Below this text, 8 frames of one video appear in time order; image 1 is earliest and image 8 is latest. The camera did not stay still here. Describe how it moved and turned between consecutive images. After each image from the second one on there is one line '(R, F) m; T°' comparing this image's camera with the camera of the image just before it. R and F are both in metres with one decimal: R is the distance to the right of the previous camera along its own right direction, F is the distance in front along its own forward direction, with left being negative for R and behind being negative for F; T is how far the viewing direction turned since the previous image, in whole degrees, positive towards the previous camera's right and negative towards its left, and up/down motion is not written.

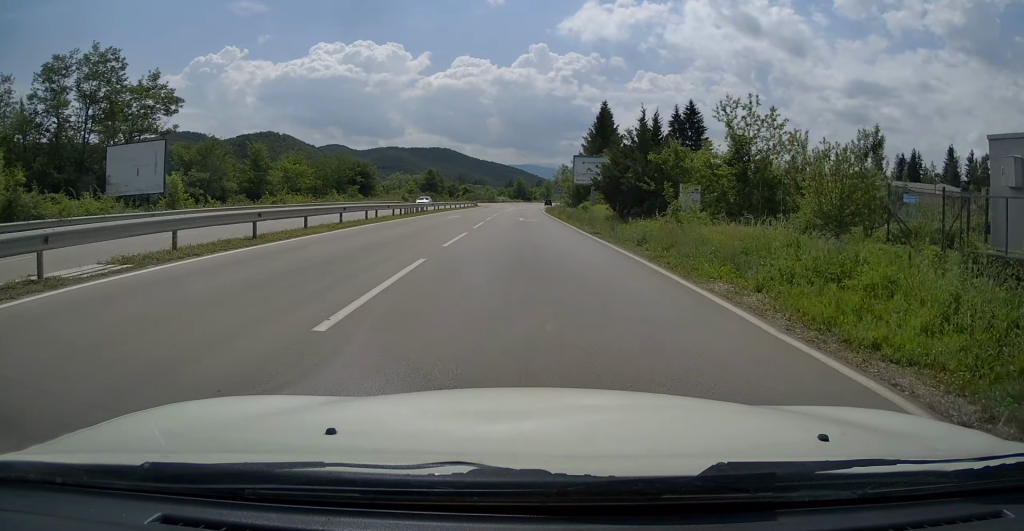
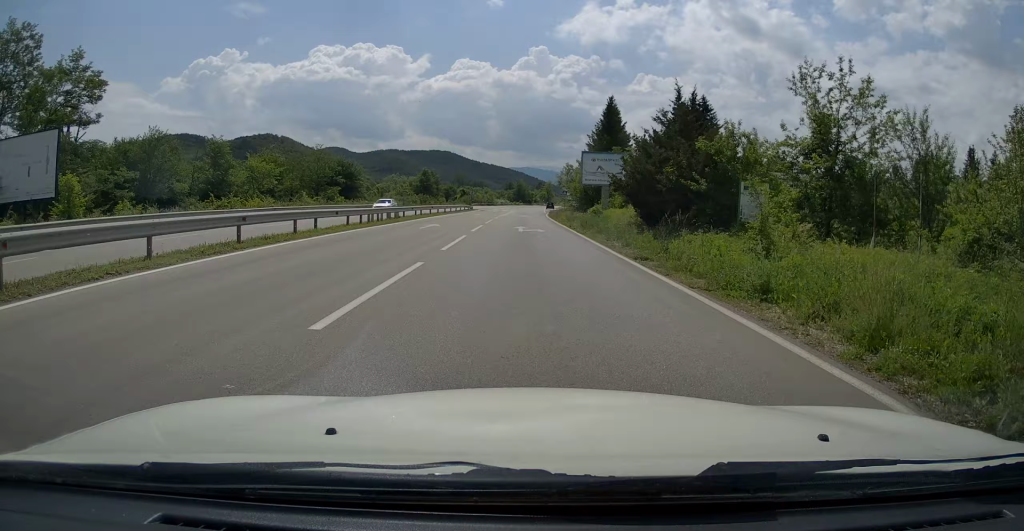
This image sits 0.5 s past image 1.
(0.0, +8.7) m; 0°
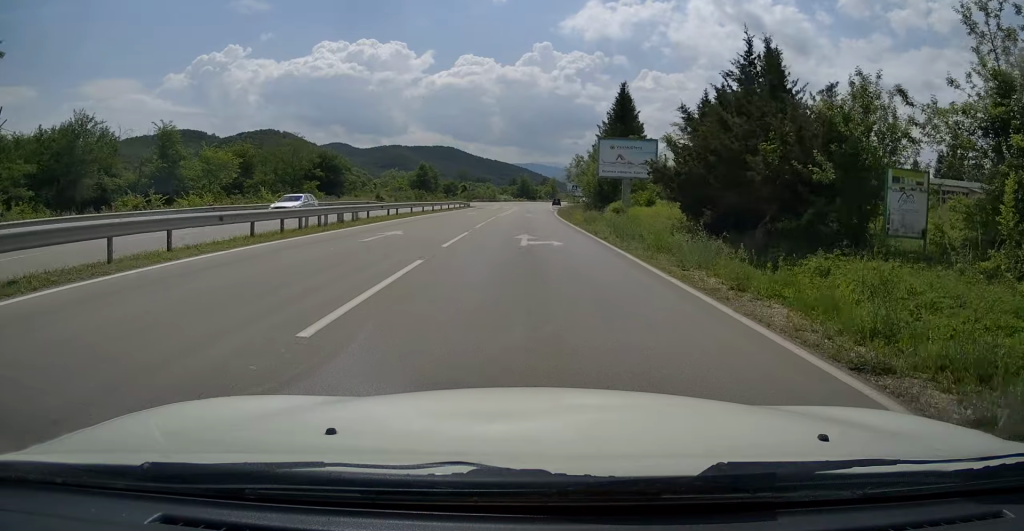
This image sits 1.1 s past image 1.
(-0.1, +9.2) m; 0°
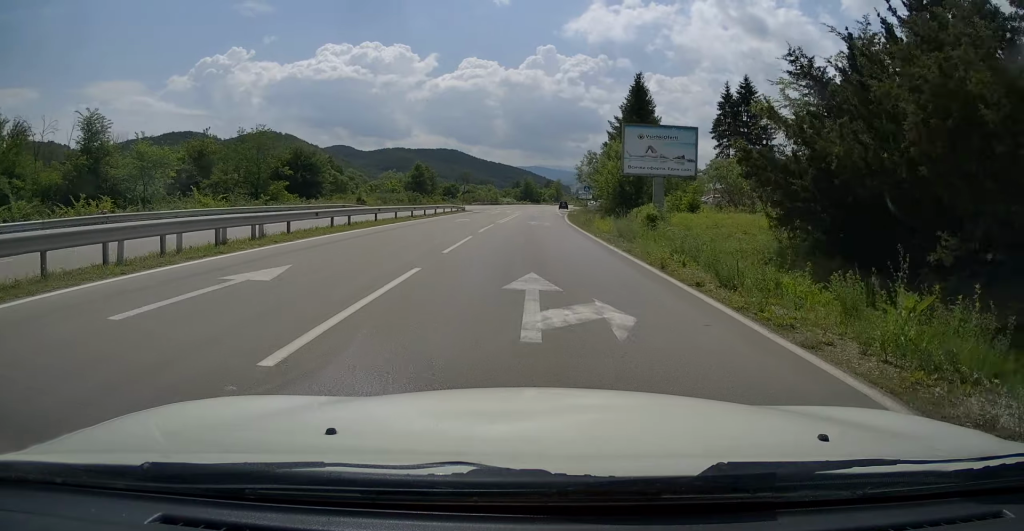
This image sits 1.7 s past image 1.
(-0.1, +9.7) m; 0°
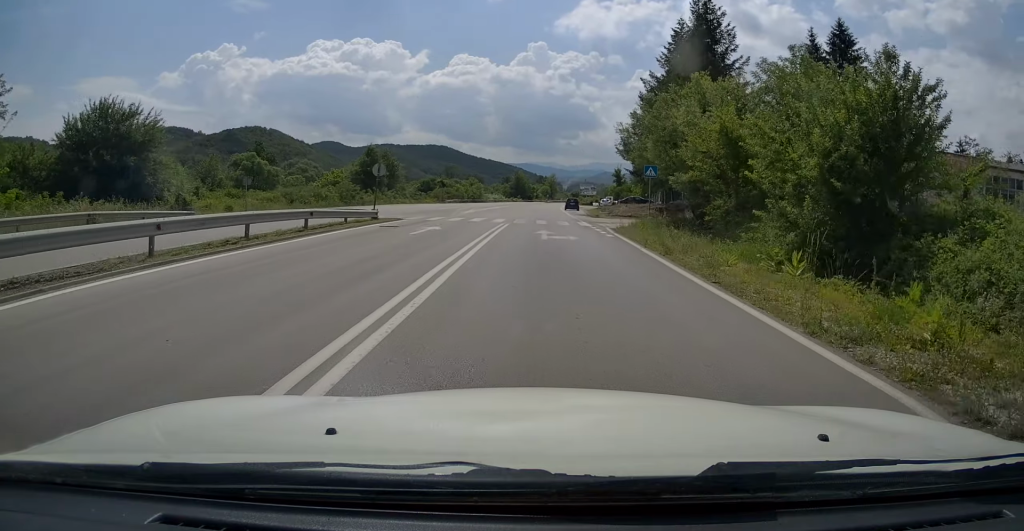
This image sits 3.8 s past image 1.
(+0.3, +33.7) m; 0°
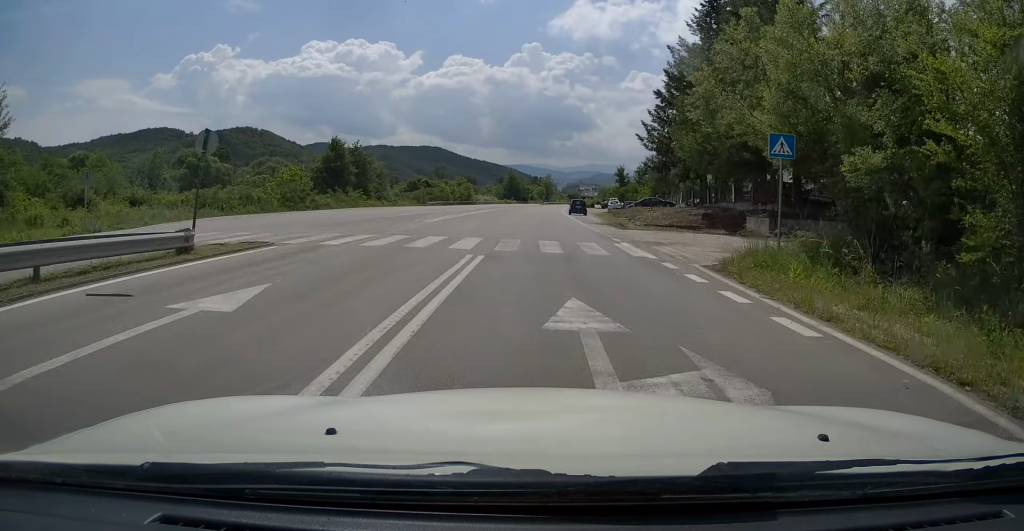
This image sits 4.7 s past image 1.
(-0.2, +15.1) m; 0°
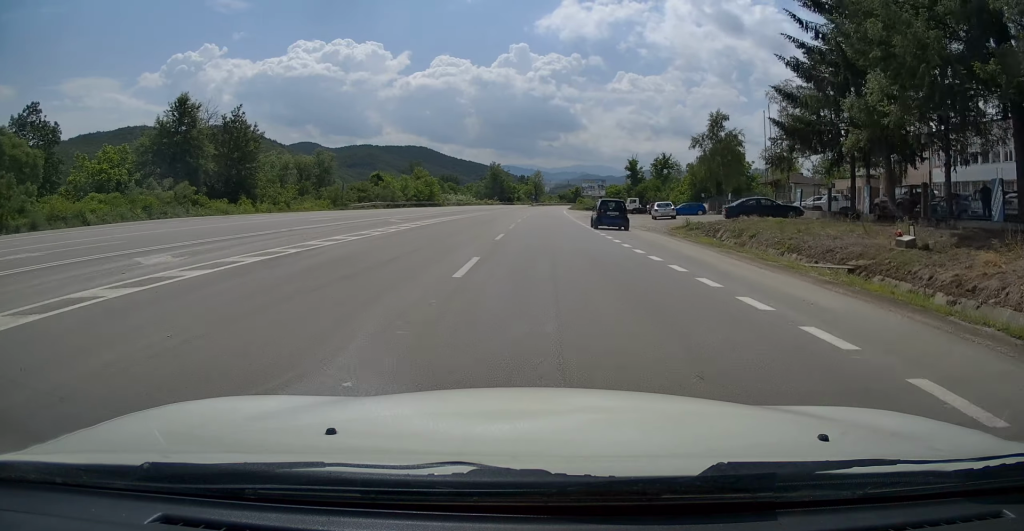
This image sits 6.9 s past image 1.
(+1.2, +35.0) m; +2°
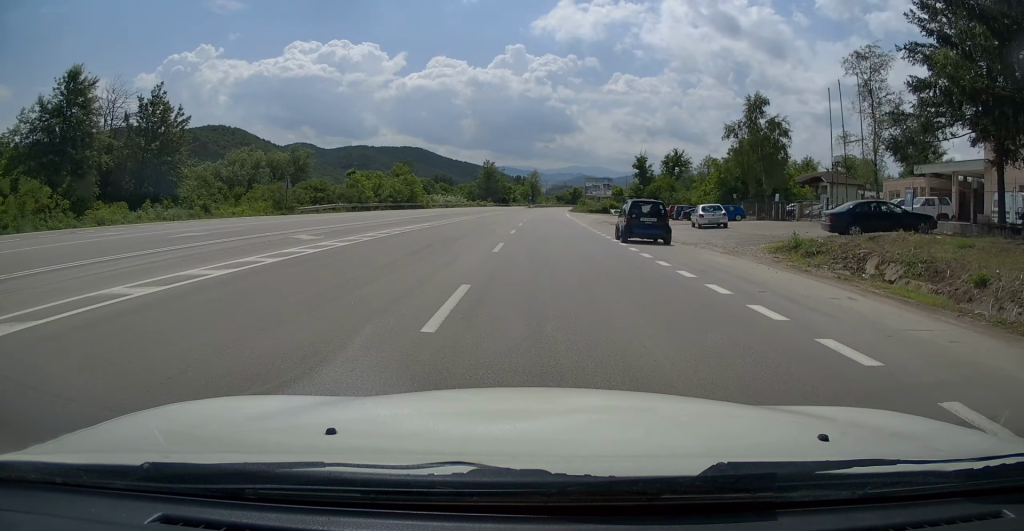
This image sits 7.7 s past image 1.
(0.0, +12.5) m; -1°
